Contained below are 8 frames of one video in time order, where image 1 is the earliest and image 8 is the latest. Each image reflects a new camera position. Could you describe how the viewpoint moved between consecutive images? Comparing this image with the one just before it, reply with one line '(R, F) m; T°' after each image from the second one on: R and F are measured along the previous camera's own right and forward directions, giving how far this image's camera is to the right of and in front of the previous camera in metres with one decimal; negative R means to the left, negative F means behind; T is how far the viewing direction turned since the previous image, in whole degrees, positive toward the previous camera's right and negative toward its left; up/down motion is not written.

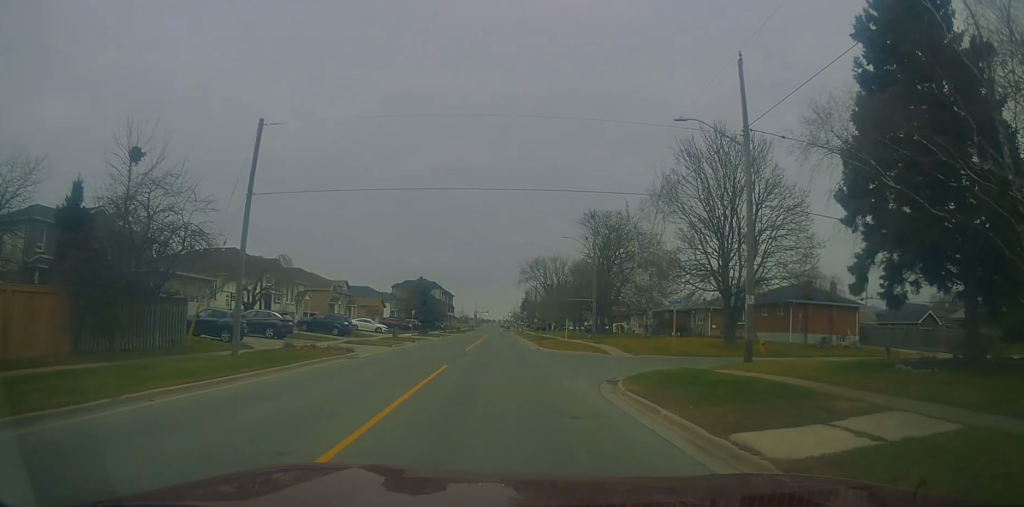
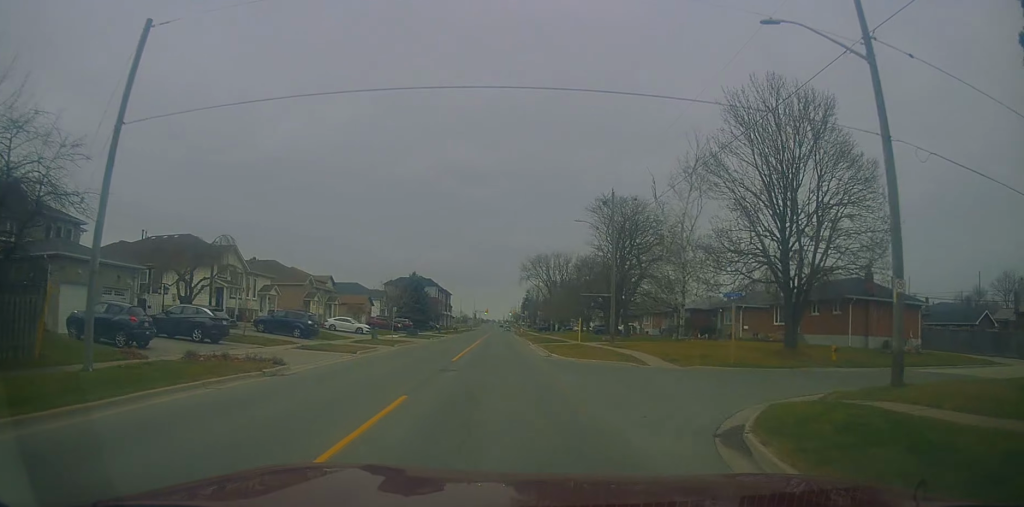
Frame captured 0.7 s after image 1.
(-0.3, +8.8) m; -2°
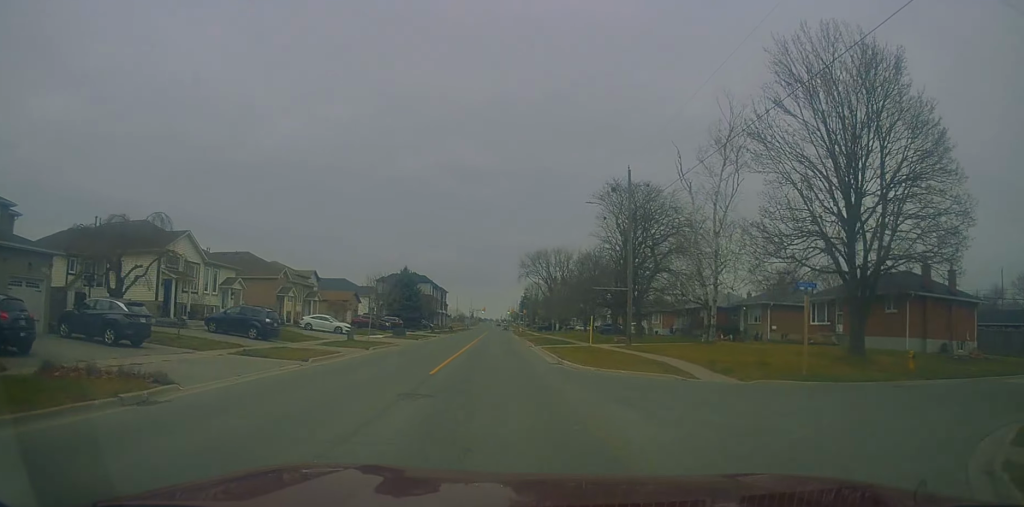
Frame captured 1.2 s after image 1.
(-0.1, +6.6) m; 0°
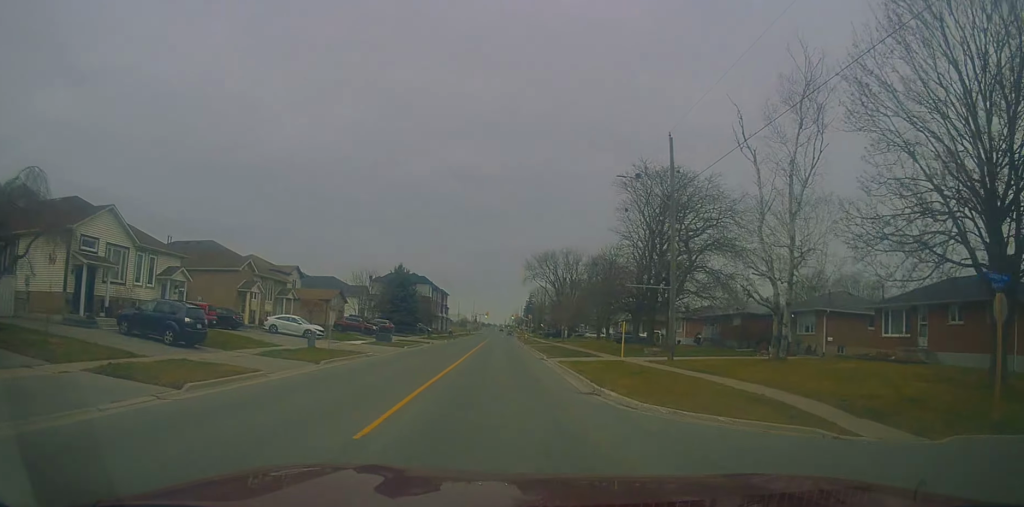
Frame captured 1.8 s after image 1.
(0.0, +8.8) m; 0°
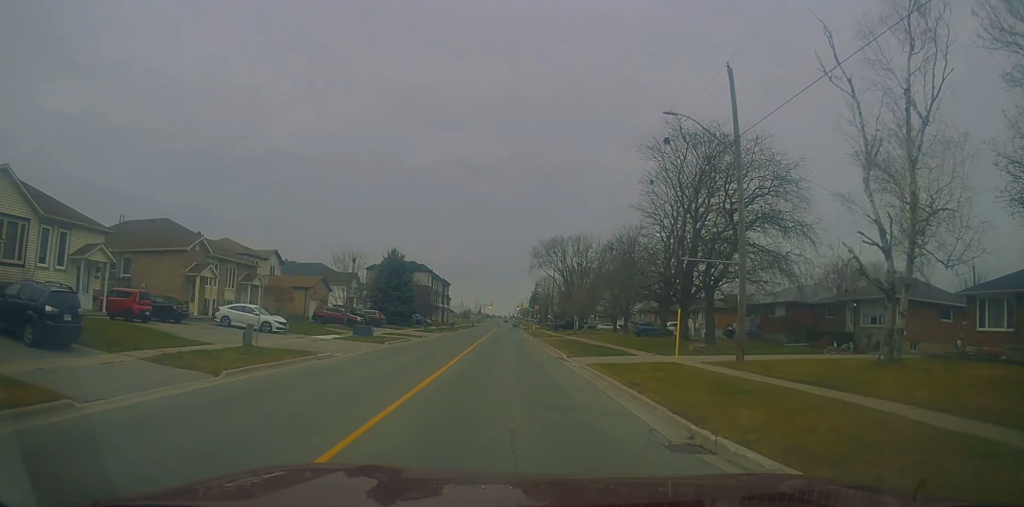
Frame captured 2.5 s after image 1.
(+0.1, +8.5) m; +1°
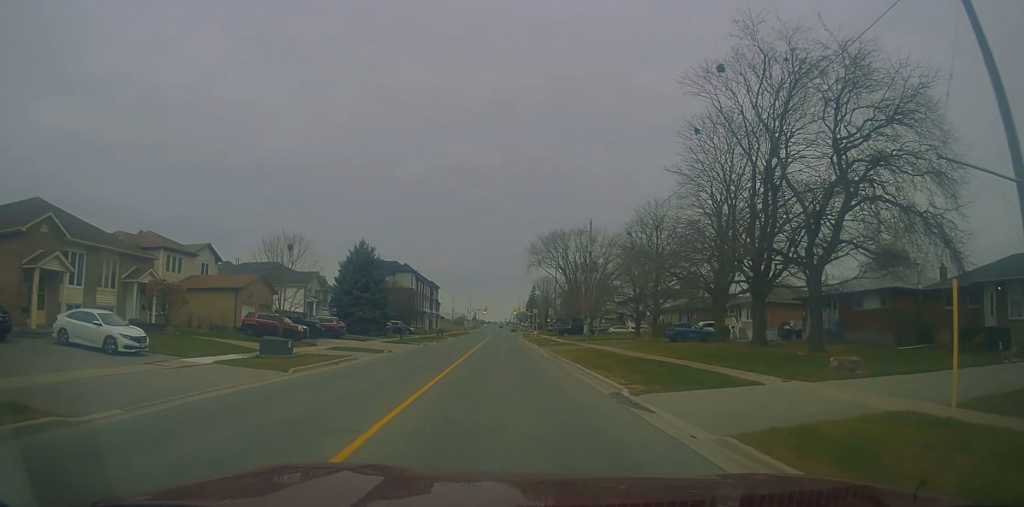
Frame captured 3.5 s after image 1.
(+0.2, +14.2) m; 0°
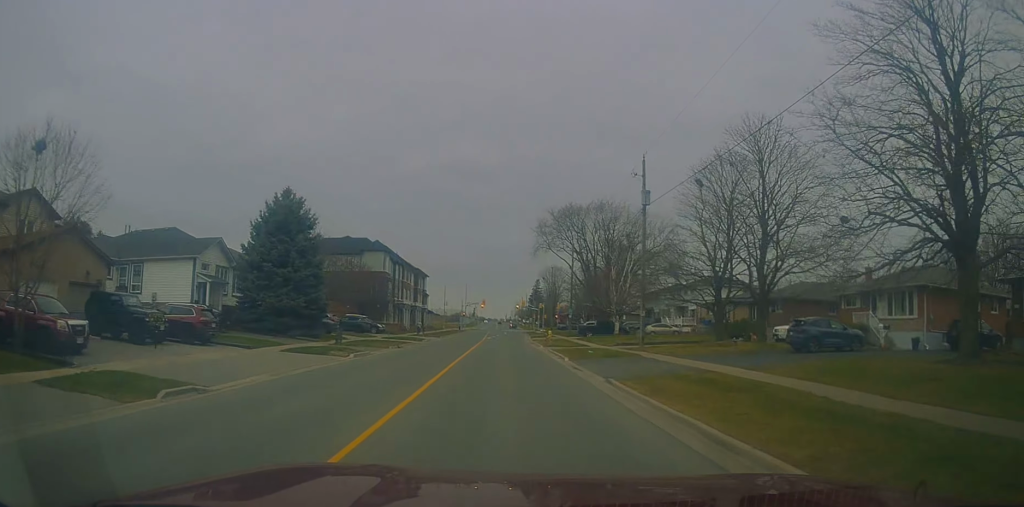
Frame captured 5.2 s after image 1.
(-0.4, +22.2) m; -1°
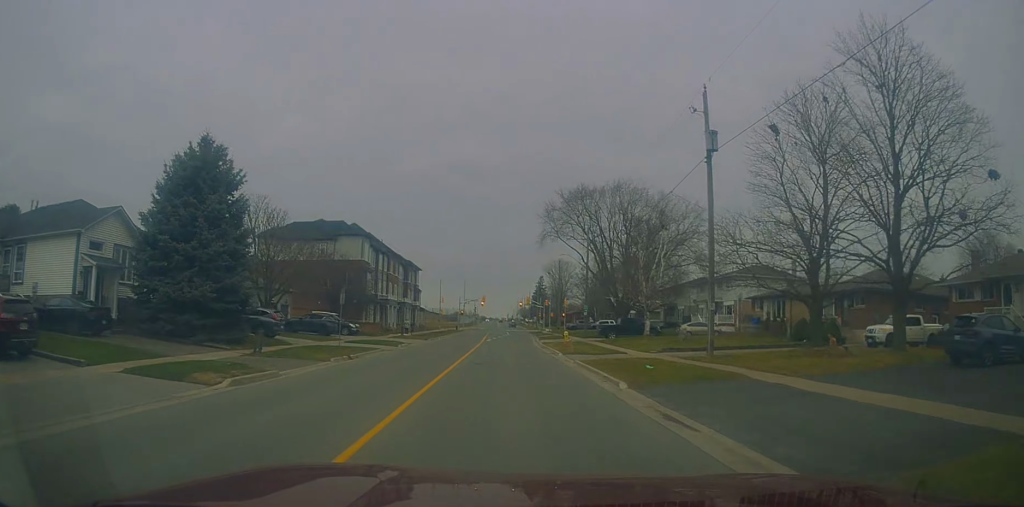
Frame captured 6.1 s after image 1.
(+0.2, +11.9) m; 0°
